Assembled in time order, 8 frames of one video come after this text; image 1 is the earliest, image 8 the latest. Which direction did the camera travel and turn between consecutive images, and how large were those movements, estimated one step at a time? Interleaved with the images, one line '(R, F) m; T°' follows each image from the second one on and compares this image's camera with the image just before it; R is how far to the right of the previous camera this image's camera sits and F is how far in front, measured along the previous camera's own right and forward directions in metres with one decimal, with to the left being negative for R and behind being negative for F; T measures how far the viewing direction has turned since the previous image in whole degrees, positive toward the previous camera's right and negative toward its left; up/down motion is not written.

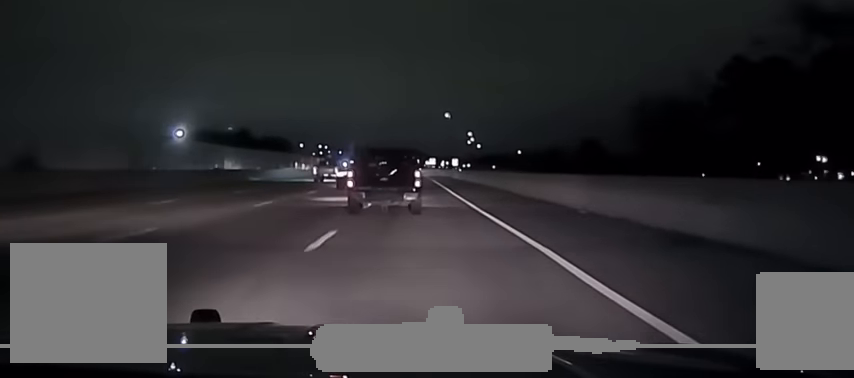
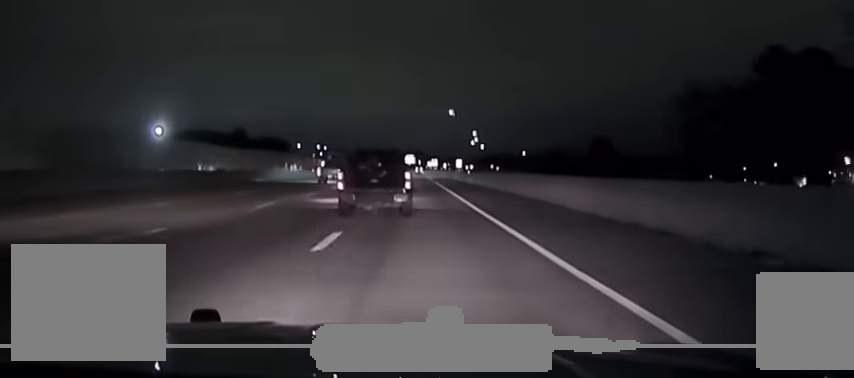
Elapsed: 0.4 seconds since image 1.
(+0.2, +11.2) m; -1°
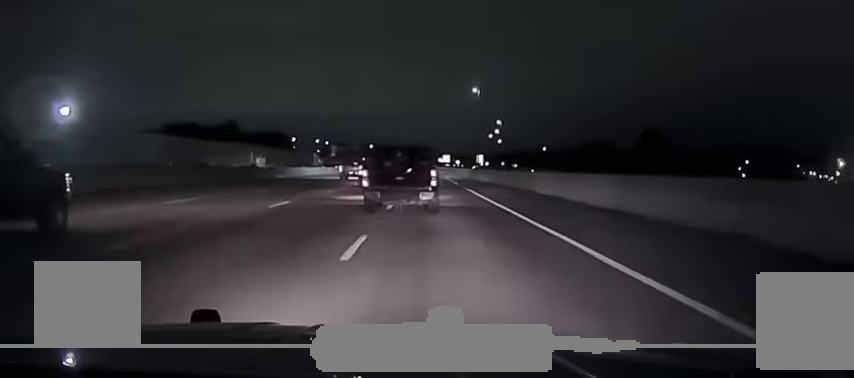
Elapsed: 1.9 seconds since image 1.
(-0.4, +37.8) m; 0°
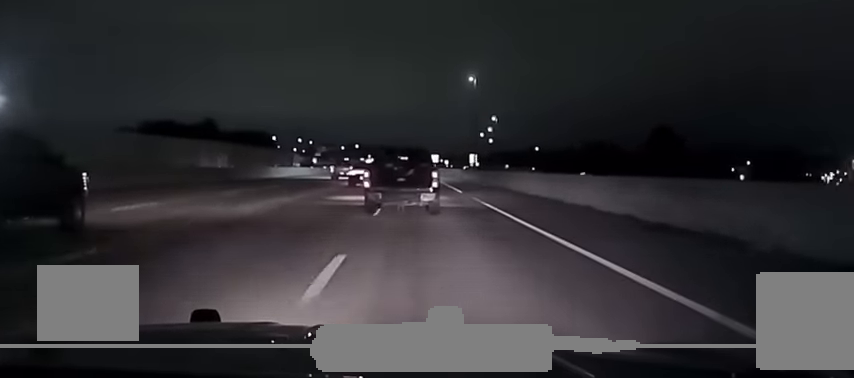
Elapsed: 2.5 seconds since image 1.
(+0.3, +15.3) m; +1°
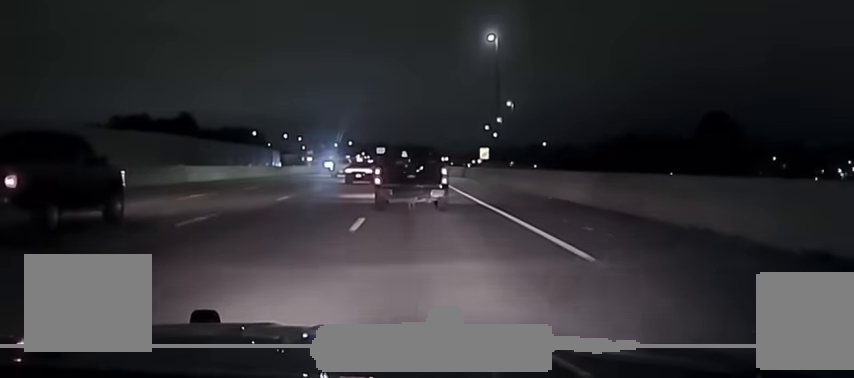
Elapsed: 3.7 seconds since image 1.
(-0.3, +29.4) m; 0°
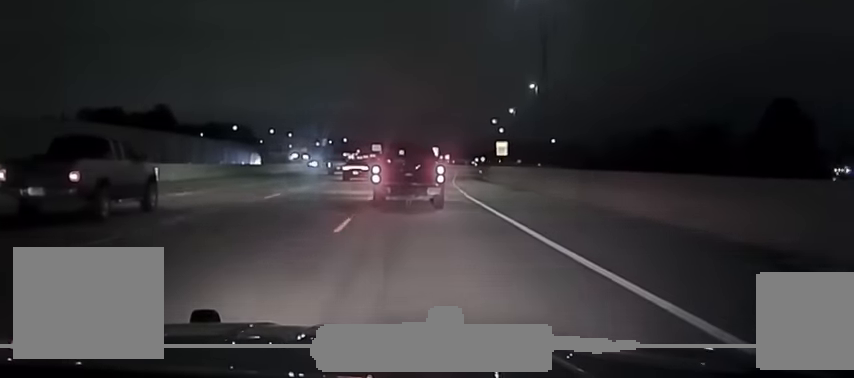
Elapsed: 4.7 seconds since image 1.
(+0.1, +25.6) m; +1°
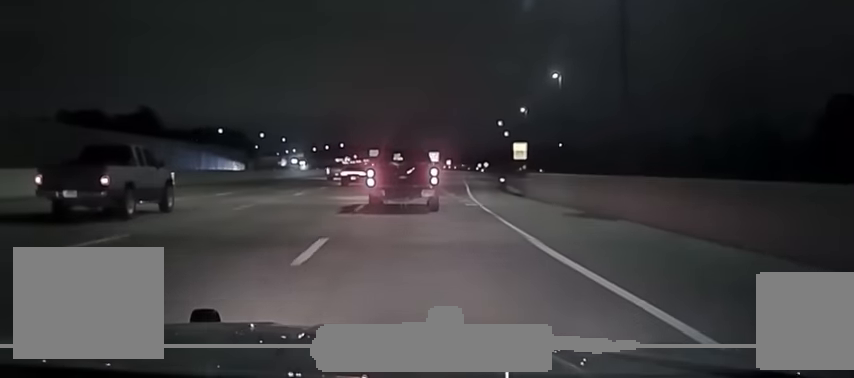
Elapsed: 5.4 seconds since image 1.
(+0.2, +16.3) m; +1°
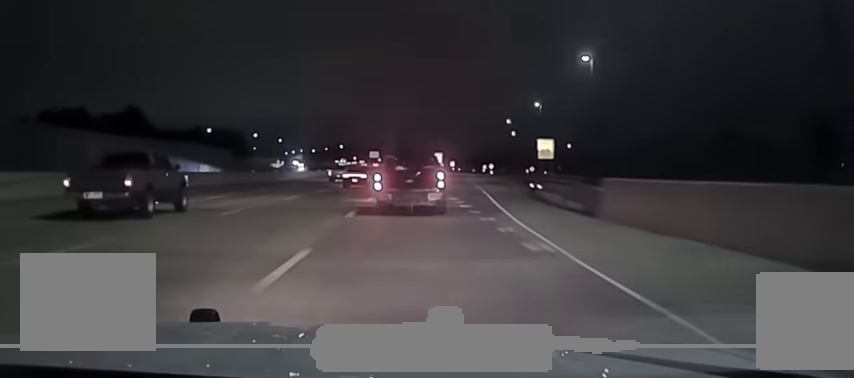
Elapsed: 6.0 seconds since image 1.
(+0.1, +13.2) m; 0°
